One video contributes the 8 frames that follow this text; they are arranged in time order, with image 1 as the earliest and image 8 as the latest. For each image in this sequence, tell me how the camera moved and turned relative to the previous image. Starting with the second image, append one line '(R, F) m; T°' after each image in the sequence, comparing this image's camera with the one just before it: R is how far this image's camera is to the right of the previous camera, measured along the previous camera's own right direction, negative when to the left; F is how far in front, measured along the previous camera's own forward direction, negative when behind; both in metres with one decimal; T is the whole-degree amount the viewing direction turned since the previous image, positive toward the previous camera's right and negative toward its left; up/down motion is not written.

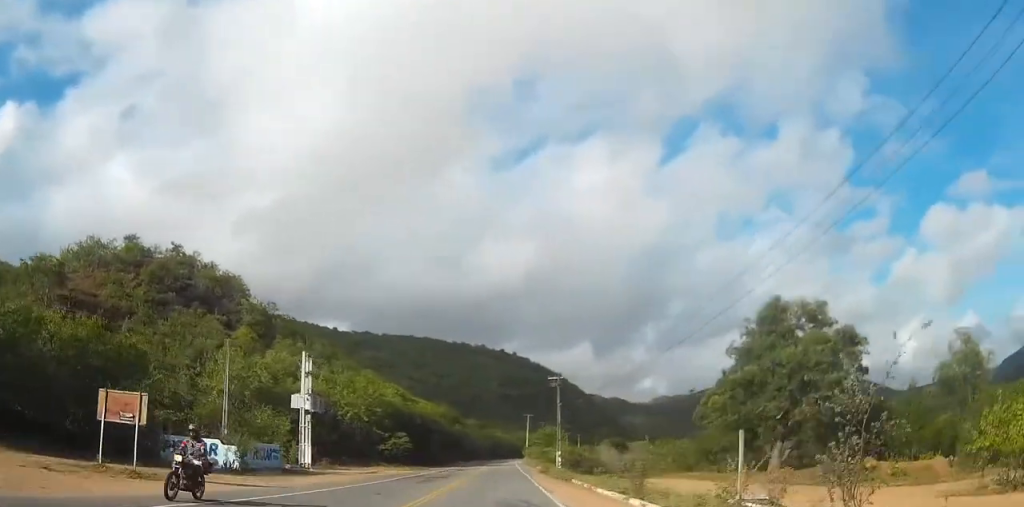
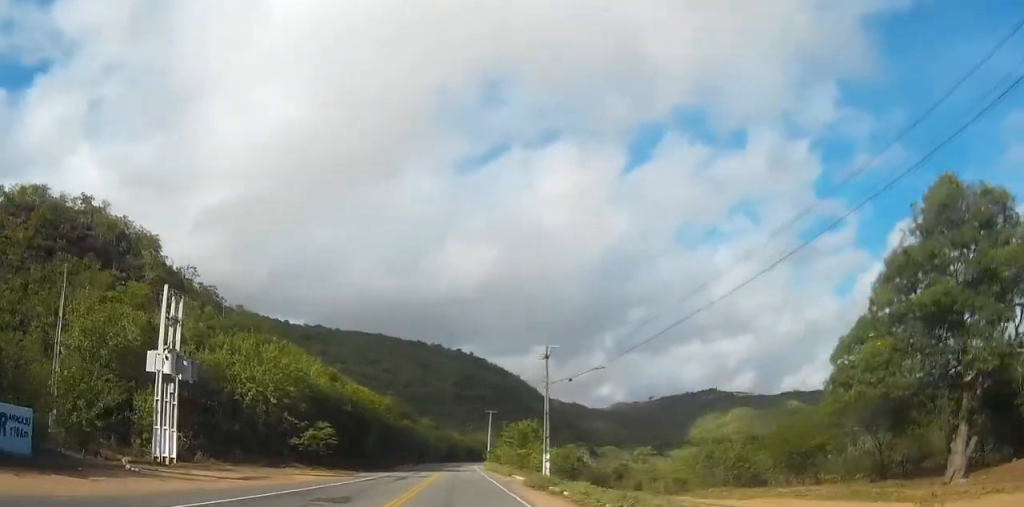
(0.0, +22.3) m; 0°
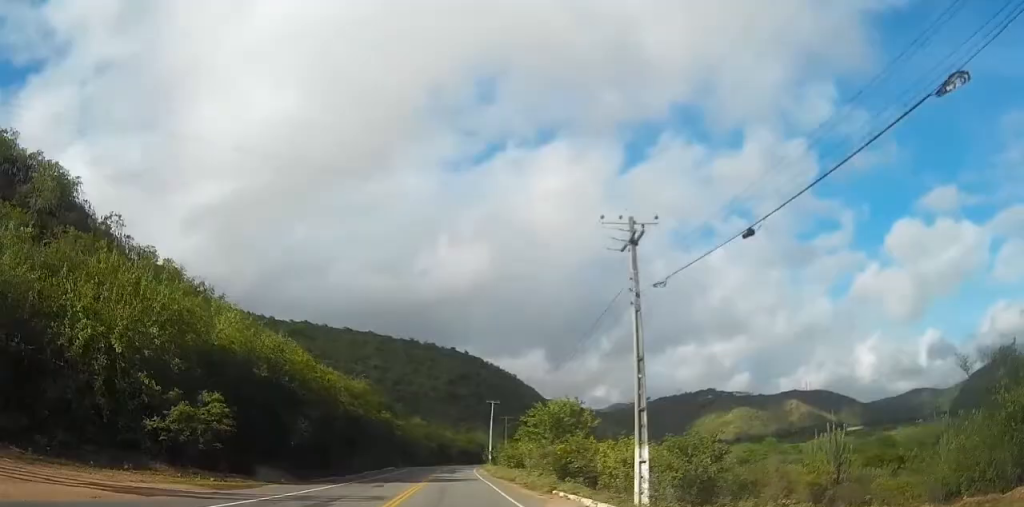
(0.0, +26.3) m; 0°
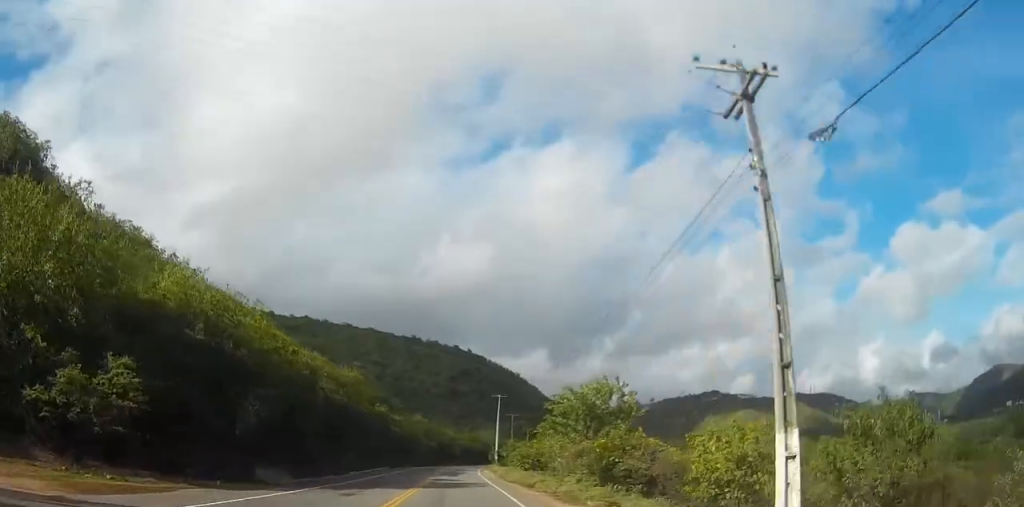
(0.0, +10.0) m; 0°
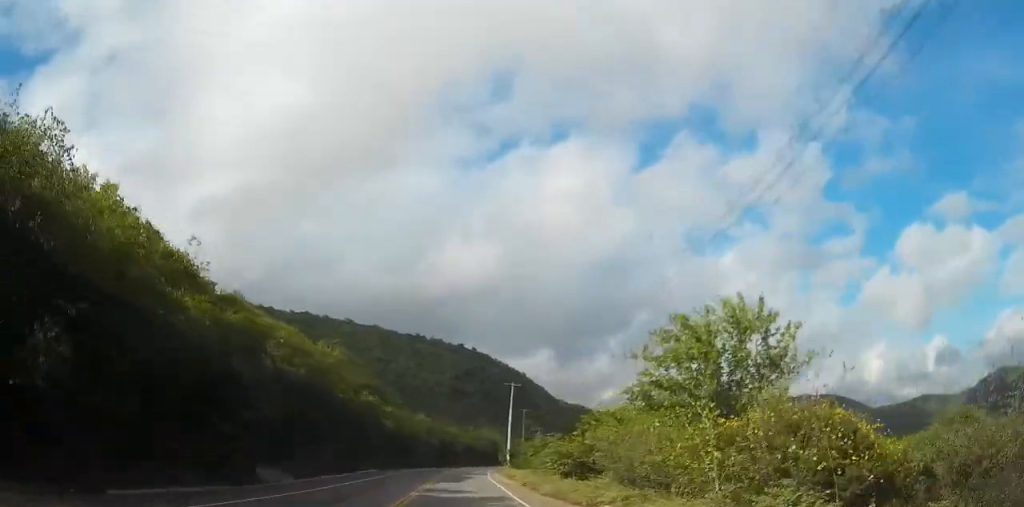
(0.0, +15.3) m; 0°
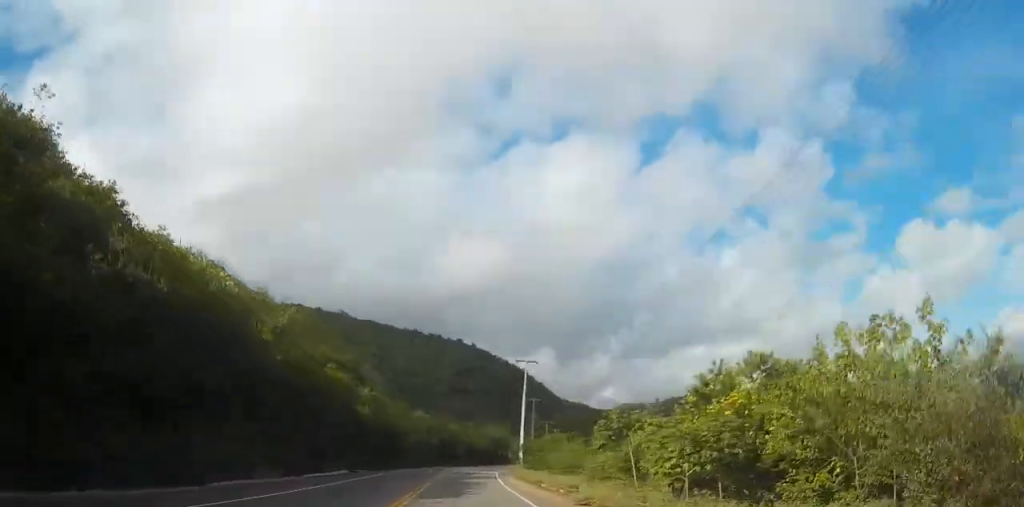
(0.0, +17.6) m; 0°
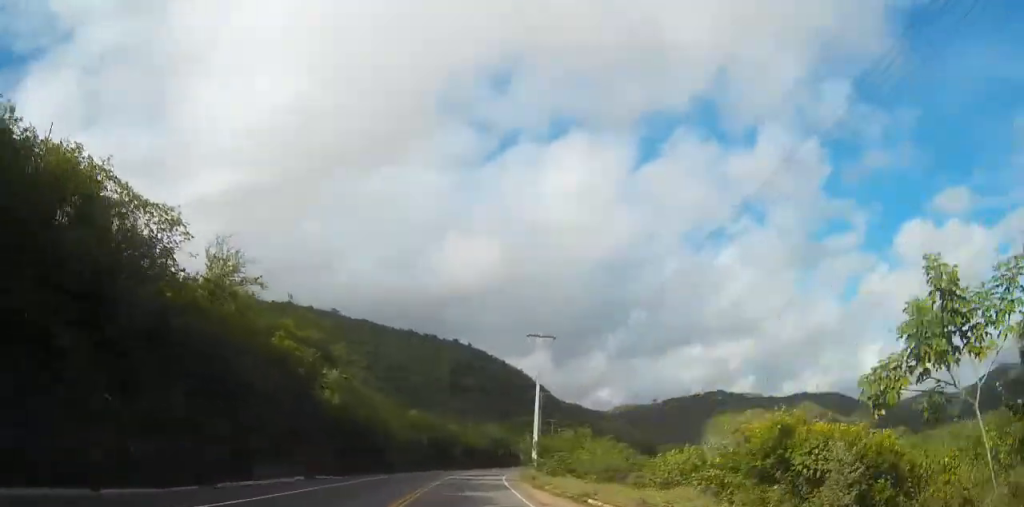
(0.0, +13.3) m; 0°
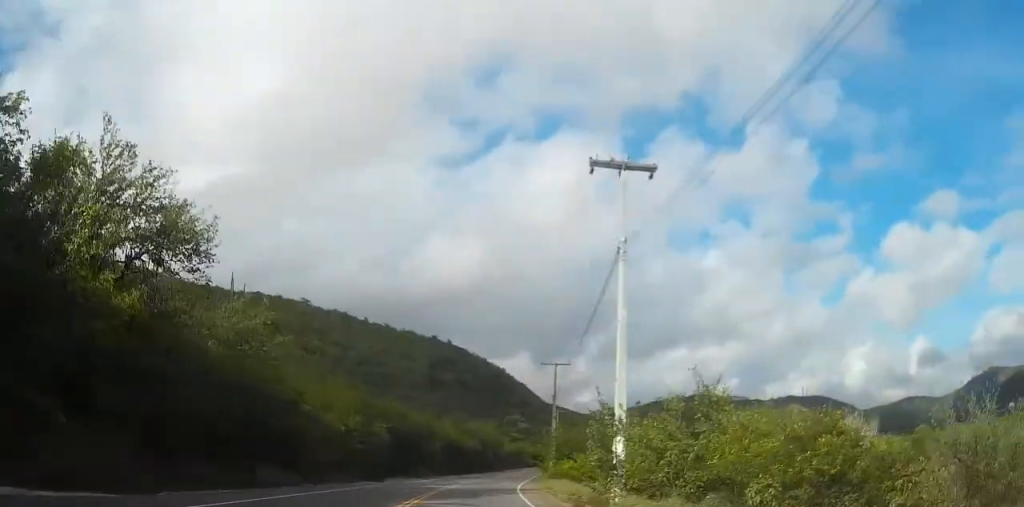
(0.0, +28.6) m; 0°
